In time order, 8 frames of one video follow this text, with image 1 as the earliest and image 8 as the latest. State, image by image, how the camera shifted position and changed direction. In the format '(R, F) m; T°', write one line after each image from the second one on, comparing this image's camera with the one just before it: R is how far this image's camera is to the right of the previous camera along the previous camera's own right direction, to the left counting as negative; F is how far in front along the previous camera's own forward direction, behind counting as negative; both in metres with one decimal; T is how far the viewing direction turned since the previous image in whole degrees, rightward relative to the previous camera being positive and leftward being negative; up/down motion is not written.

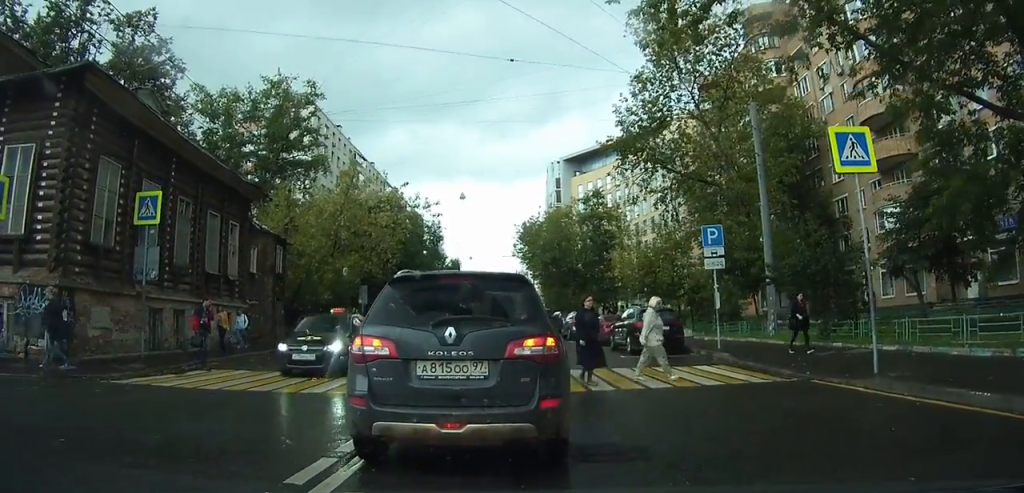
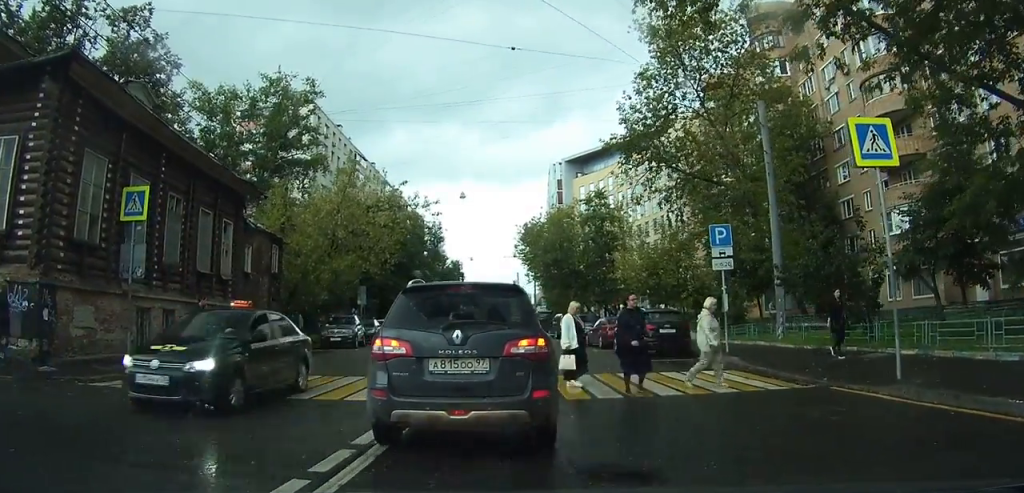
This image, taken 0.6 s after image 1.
(0.0, +1.4) m; -7°
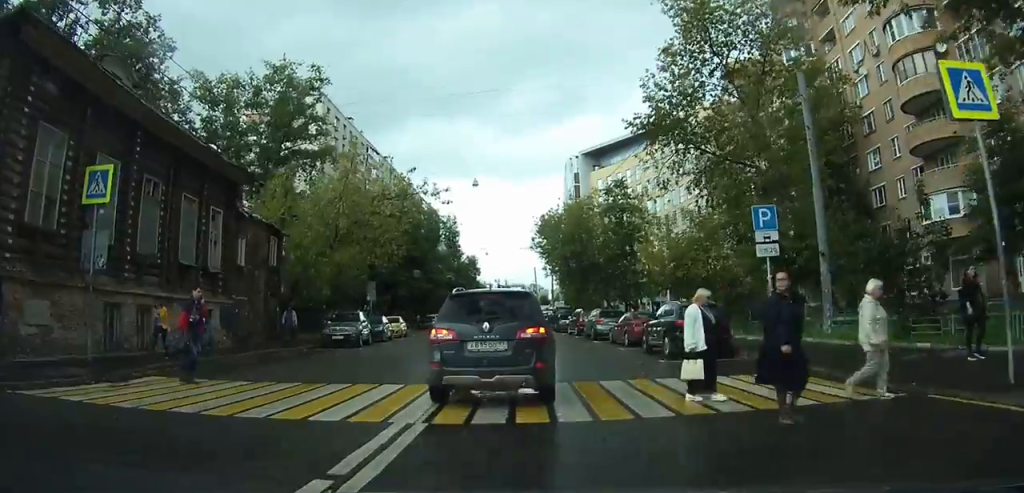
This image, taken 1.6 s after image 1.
(-0.4, +3.0) m; -12°
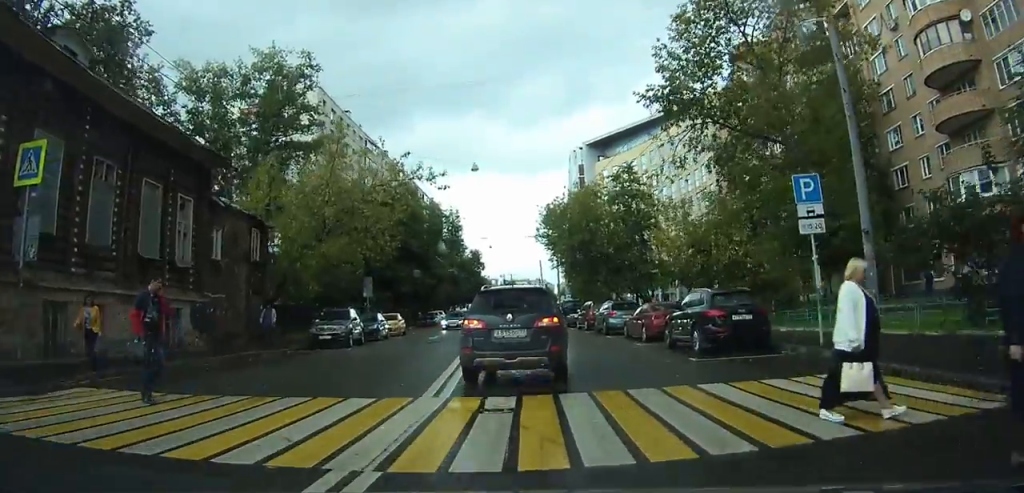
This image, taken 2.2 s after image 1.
(-0.2, +2.3) m; -5°
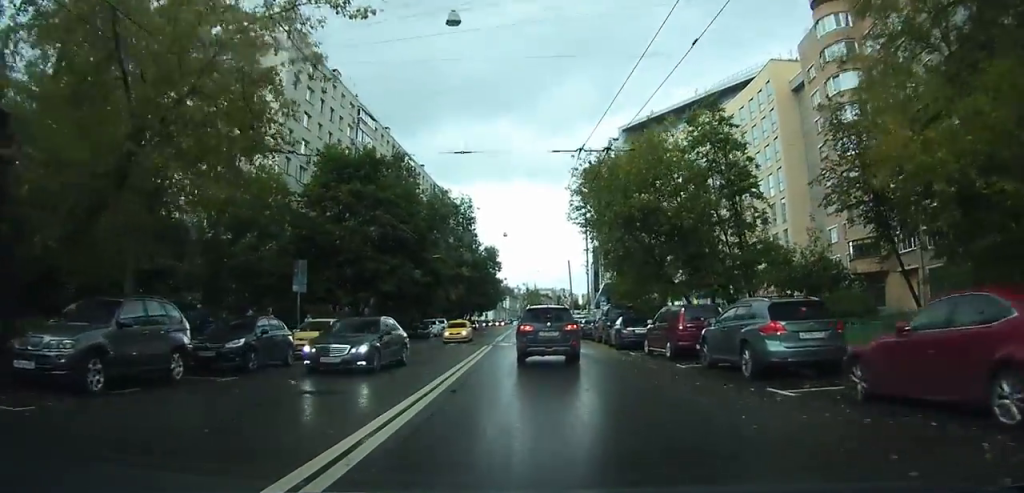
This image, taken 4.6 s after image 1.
(-0.2, +16.1) m; 0°
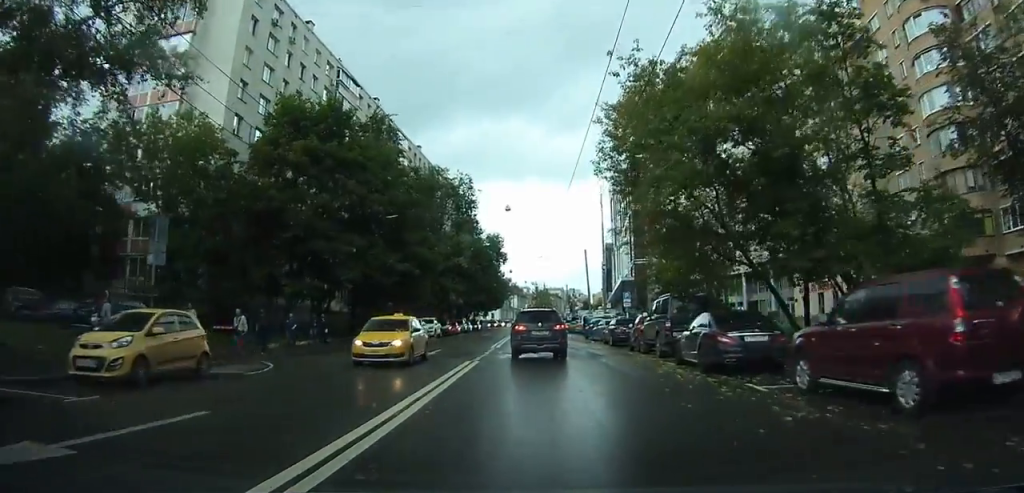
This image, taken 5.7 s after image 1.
(0.0, +11.5) m; -1°
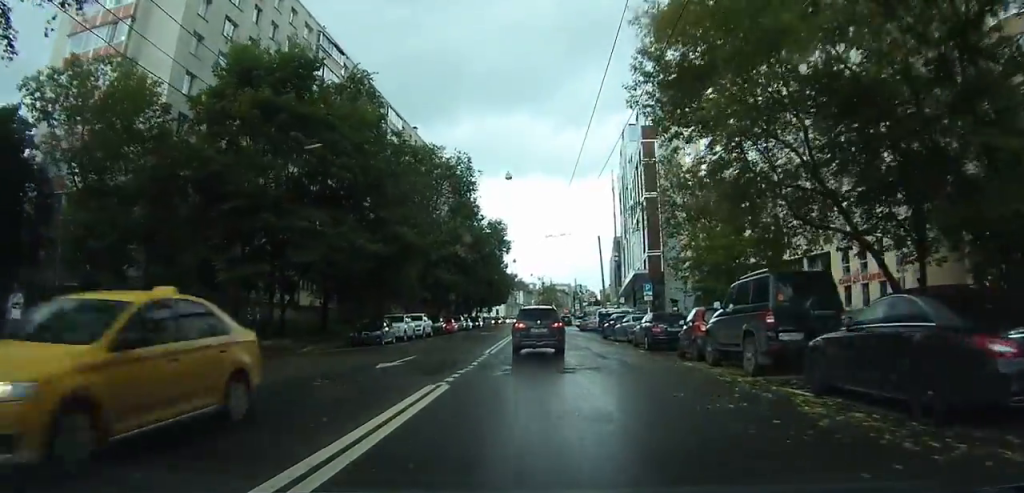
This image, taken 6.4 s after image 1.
(-0.1, +7.8) m; -1°
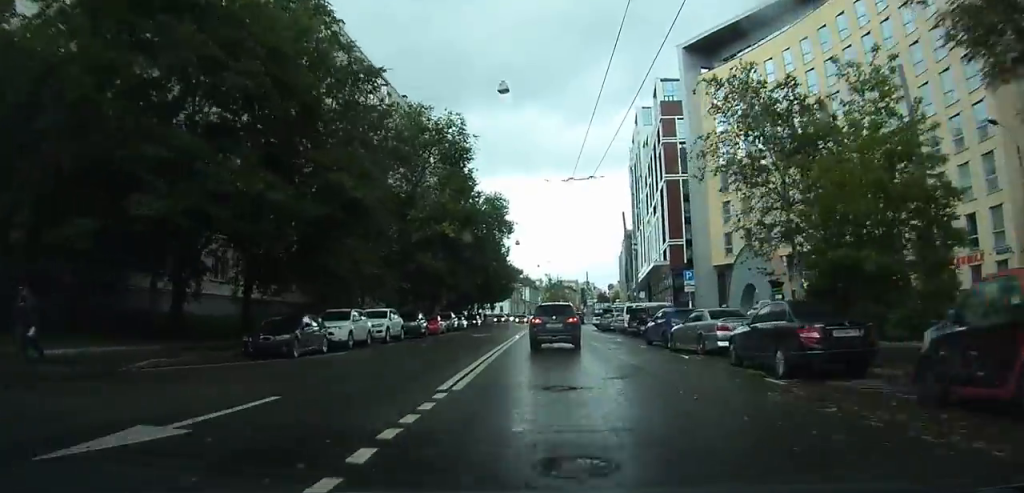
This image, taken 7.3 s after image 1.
(-0.2, +12.0) m; -1°
